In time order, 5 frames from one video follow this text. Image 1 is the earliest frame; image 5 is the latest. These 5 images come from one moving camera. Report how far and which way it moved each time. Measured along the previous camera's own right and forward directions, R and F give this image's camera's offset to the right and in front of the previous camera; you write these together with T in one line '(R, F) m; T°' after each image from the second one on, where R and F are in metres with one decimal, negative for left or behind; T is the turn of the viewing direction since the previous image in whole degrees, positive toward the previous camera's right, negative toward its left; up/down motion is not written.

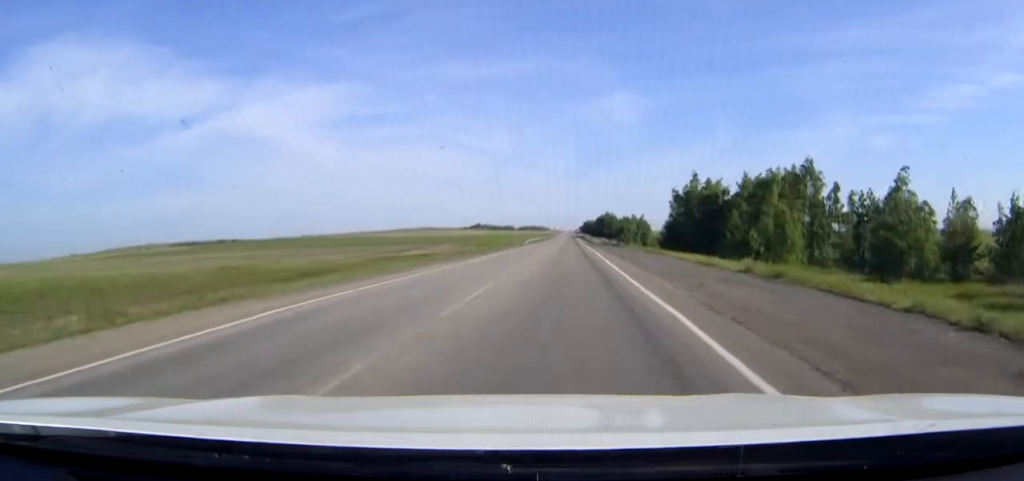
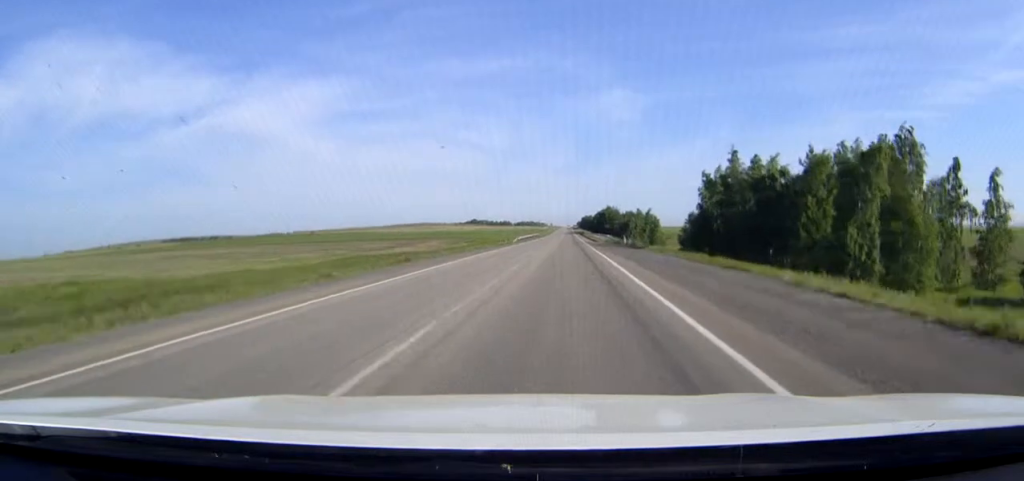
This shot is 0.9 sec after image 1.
(0.0, +22.3) m; 0°
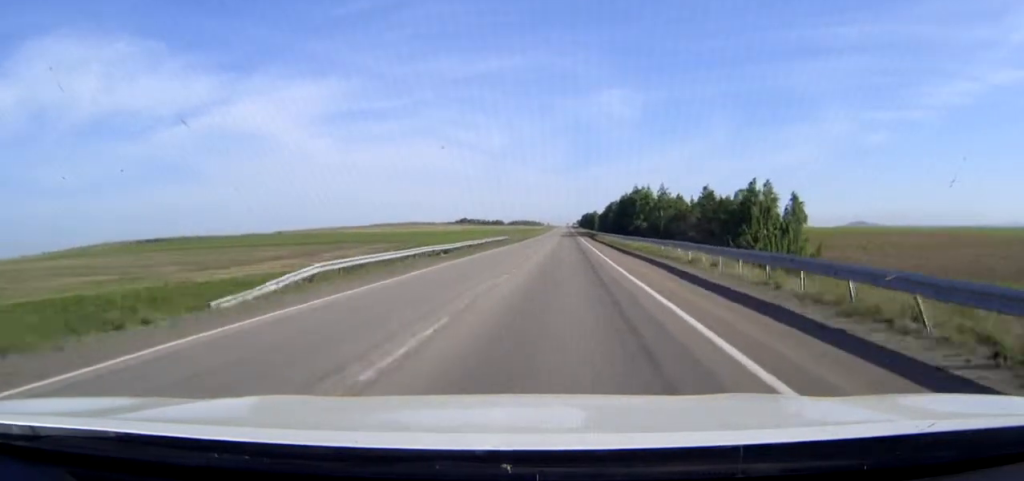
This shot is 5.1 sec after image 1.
(+0.2, +99.9) m; 0°
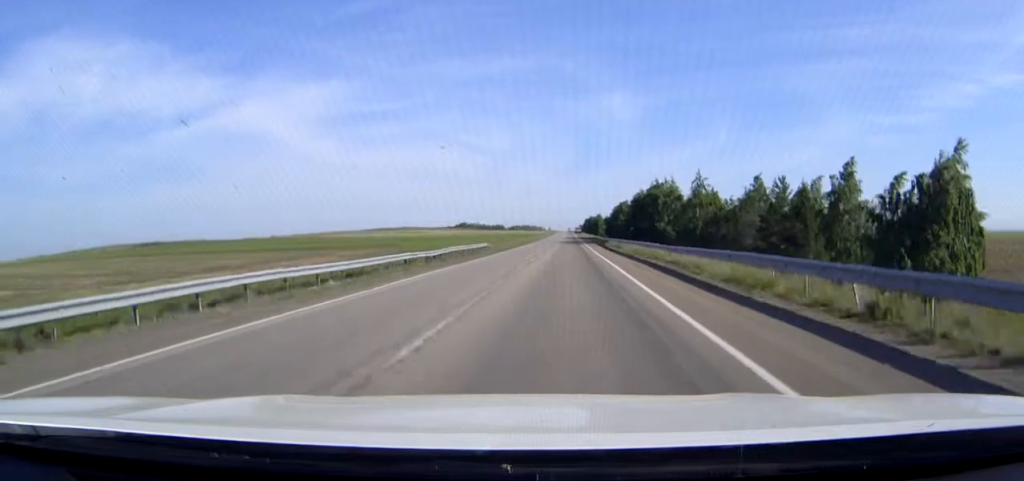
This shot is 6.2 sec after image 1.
(0.0, +27.0) m; 0°
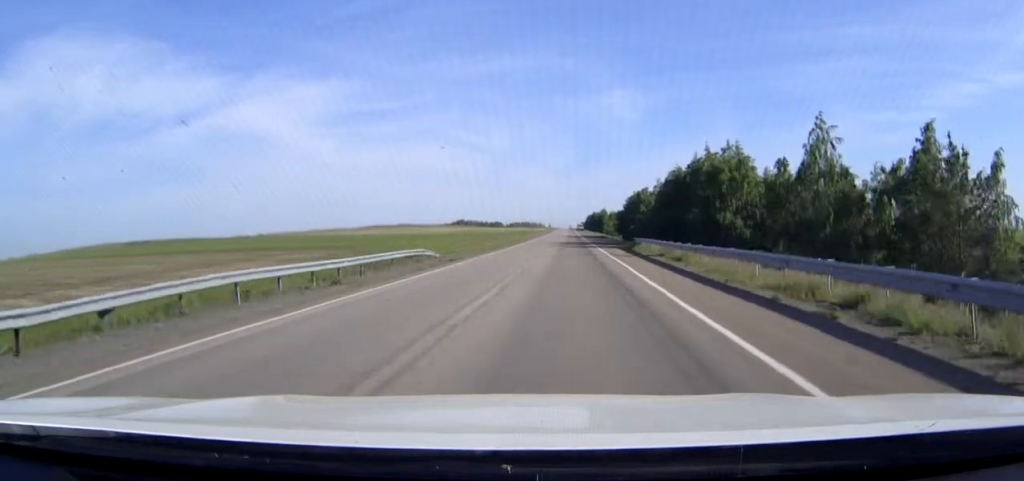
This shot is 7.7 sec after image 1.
(0.0, +37.0) m; 0°
